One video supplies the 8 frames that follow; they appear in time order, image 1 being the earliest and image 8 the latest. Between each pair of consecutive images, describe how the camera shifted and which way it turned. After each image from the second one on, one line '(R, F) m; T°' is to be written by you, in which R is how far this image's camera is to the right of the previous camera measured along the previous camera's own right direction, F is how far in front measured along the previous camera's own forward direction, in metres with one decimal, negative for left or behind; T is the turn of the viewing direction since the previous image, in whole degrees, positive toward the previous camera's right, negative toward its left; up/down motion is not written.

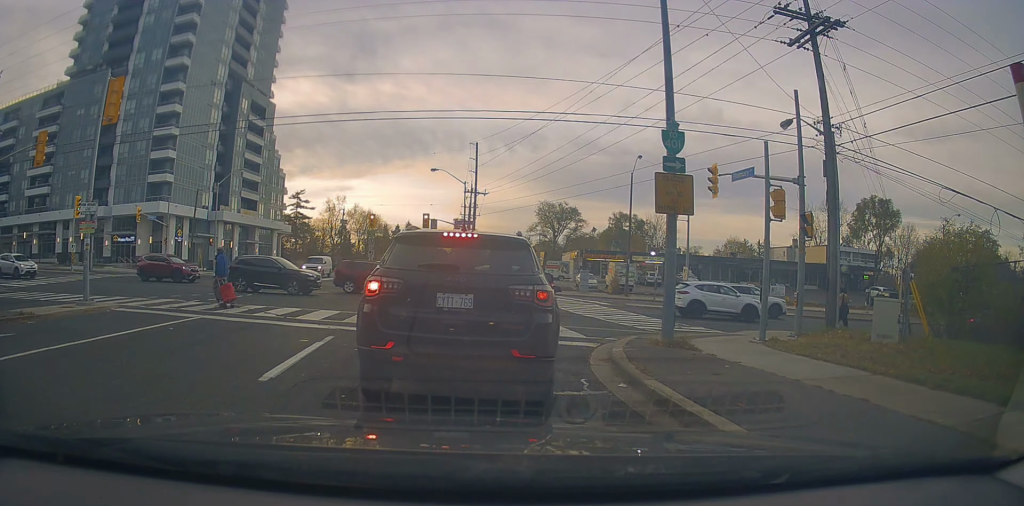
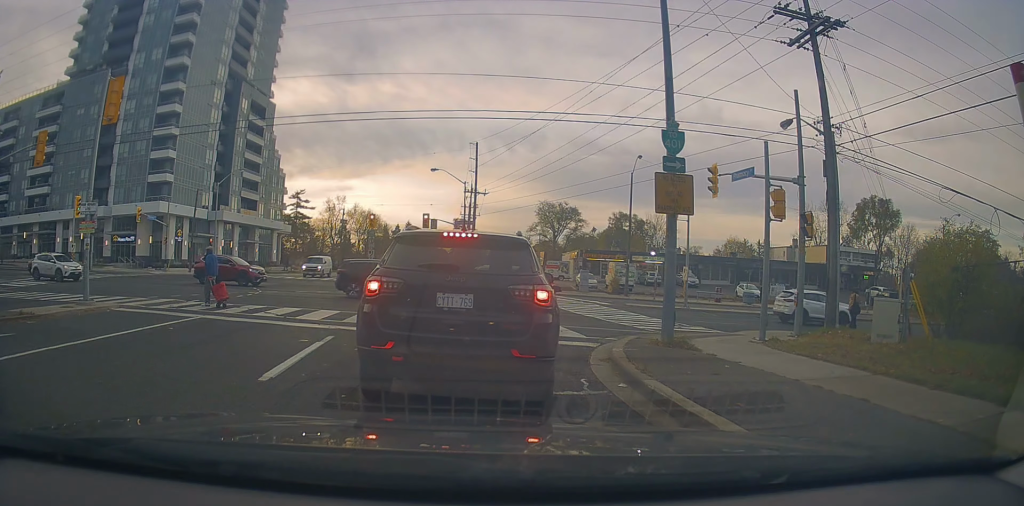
(-0.2, 0.0) m; 0°
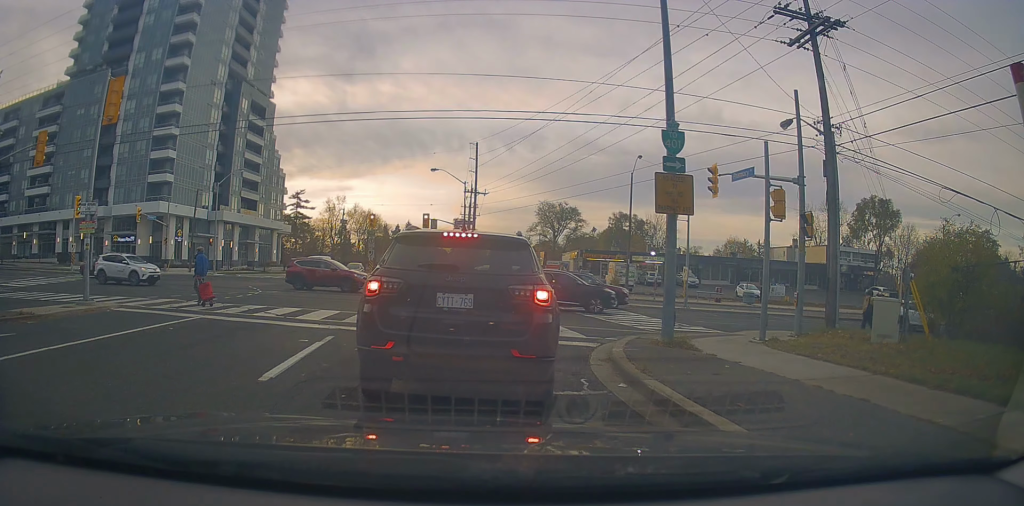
(0.0, 0.0) m; 0°
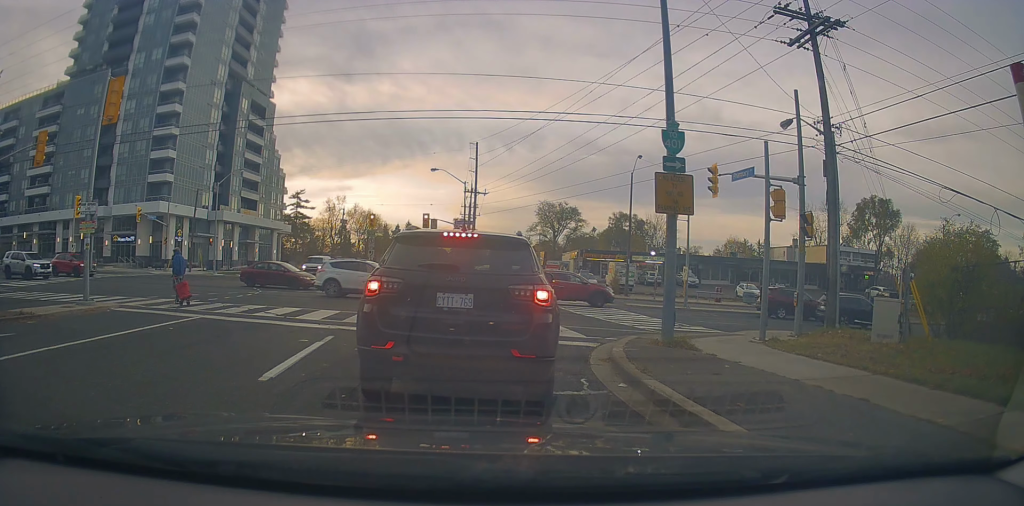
(0.0, 0.0) m; 0°
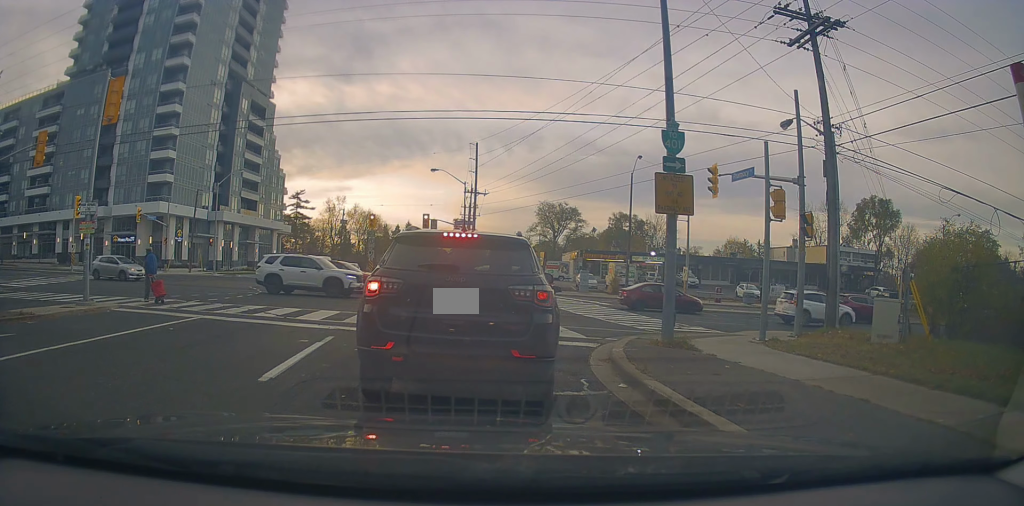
(0.0, 0.0) m; 0°
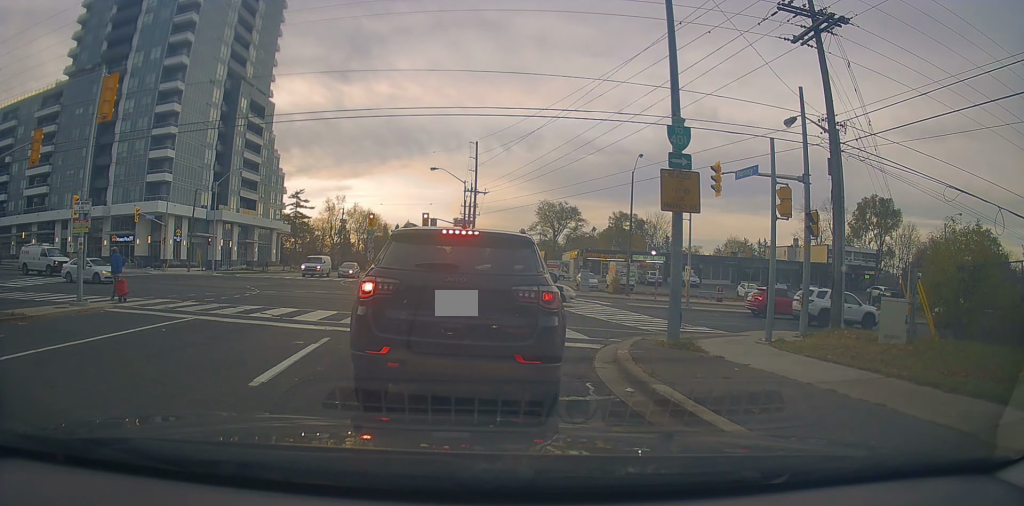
(0.0, 0.0) m; 0°
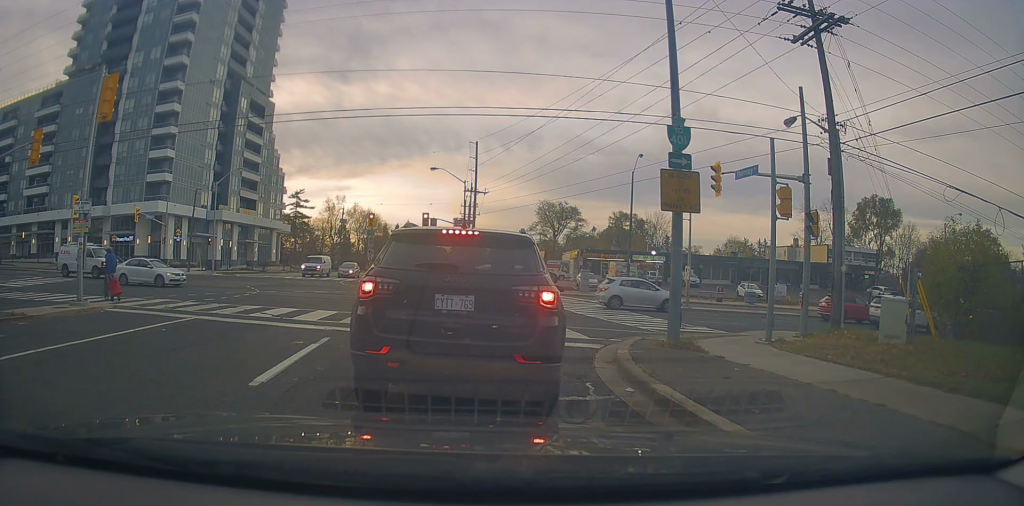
(0.0, 0.0) m; 0°
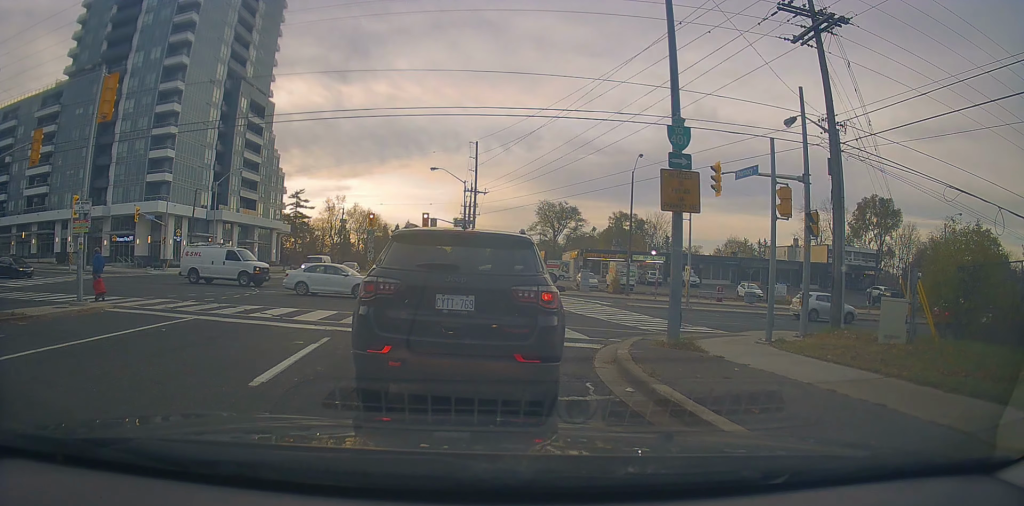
(0.0, 0.0) m; 0°
